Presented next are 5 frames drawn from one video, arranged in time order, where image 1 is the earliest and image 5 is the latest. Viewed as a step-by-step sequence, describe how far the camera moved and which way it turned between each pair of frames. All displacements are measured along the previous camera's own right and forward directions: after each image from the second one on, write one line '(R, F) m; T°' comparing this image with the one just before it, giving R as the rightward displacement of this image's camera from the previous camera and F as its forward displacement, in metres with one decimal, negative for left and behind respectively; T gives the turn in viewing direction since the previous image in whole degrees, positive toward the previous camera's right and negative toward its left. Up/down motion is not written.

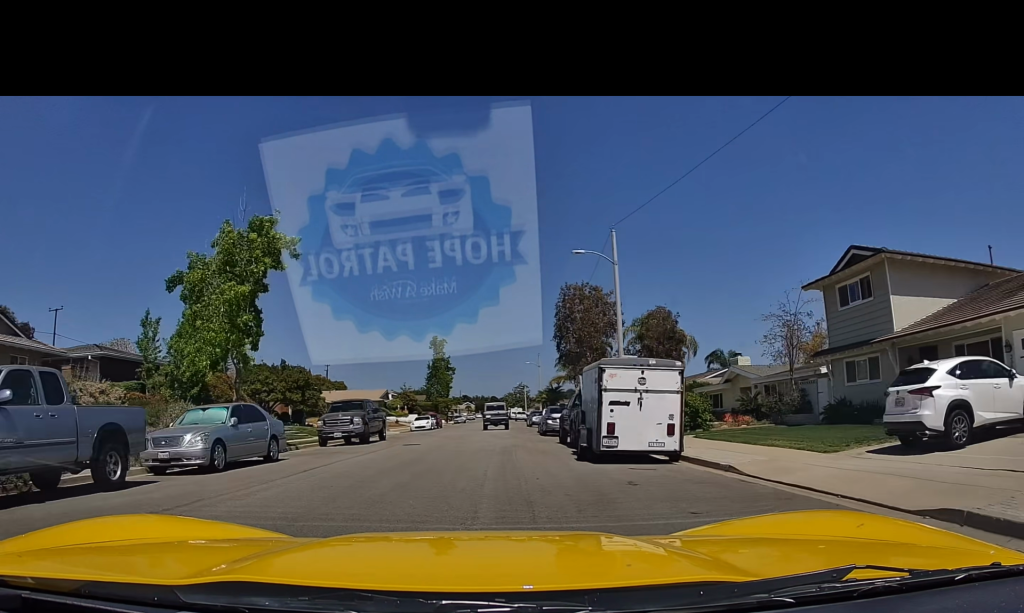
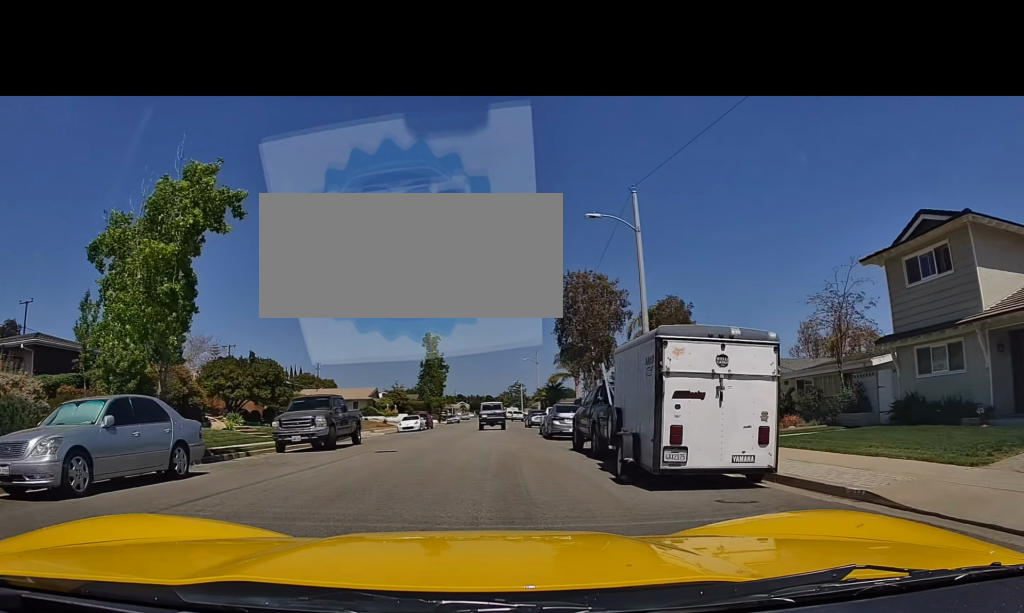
(0.0, +4.6) m; +2°
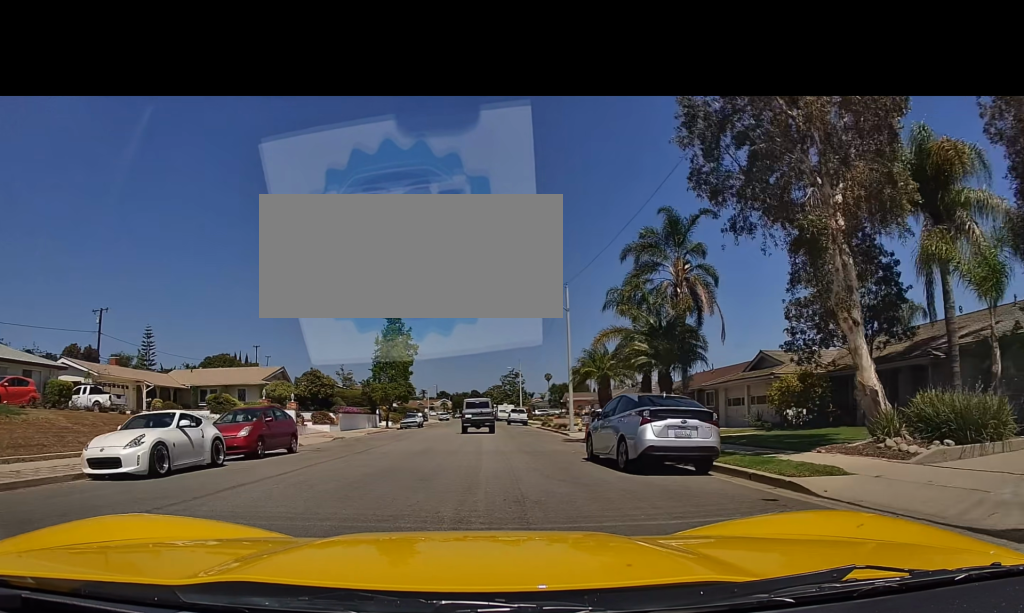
(+1.4, +37.6) m; +4°
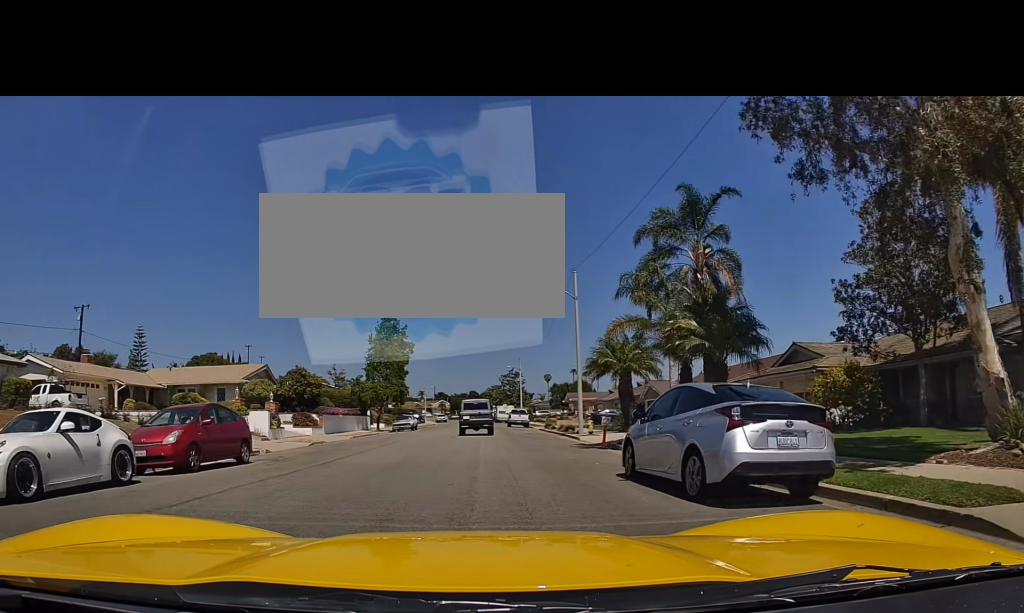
(+0.1, +3.9) m; 0°
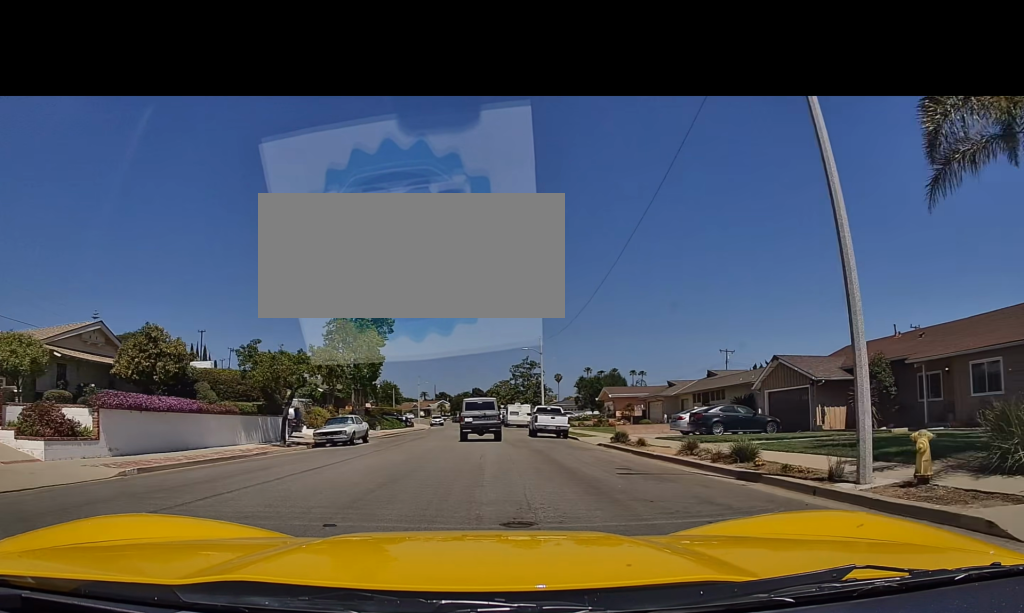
(-0.5, +23.9) m; -1°
